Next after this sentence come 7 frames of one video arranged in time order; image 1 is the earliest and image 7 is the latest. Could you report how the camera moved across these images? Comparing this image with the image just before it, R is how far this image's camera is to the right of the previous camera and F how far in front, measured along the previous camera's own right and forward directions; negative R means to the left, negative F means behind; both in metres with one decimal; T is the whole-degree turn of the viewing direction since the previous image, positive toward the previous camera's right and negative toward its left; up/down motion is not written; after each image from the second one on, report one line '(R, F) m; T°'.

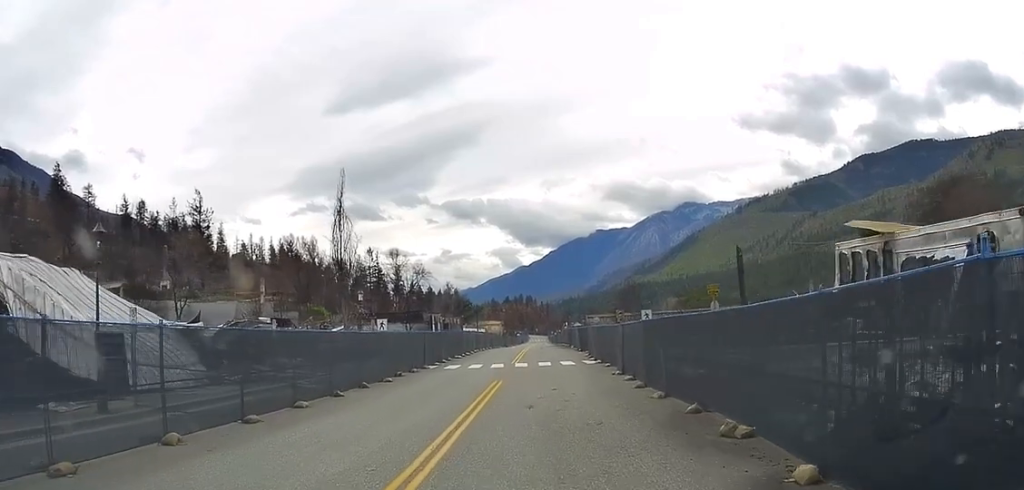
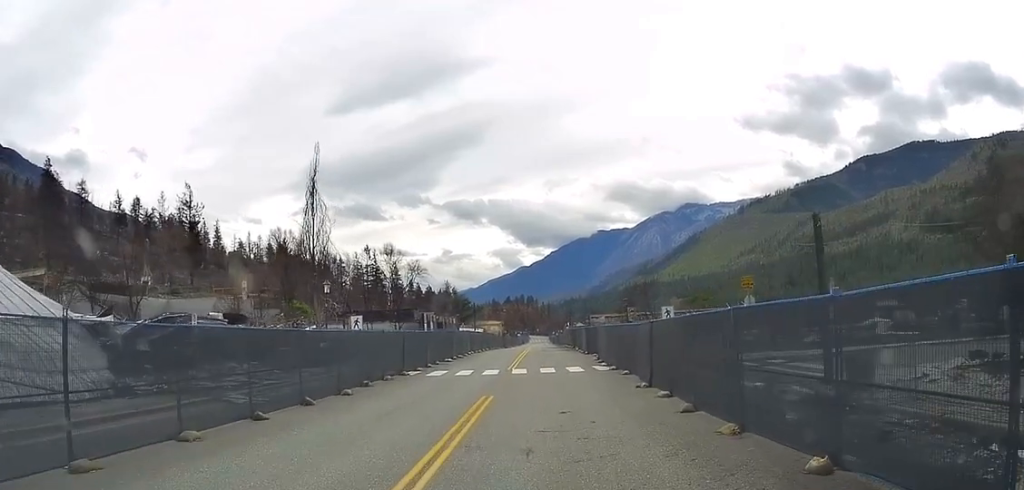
(-0.2, +5.7) m; -2°
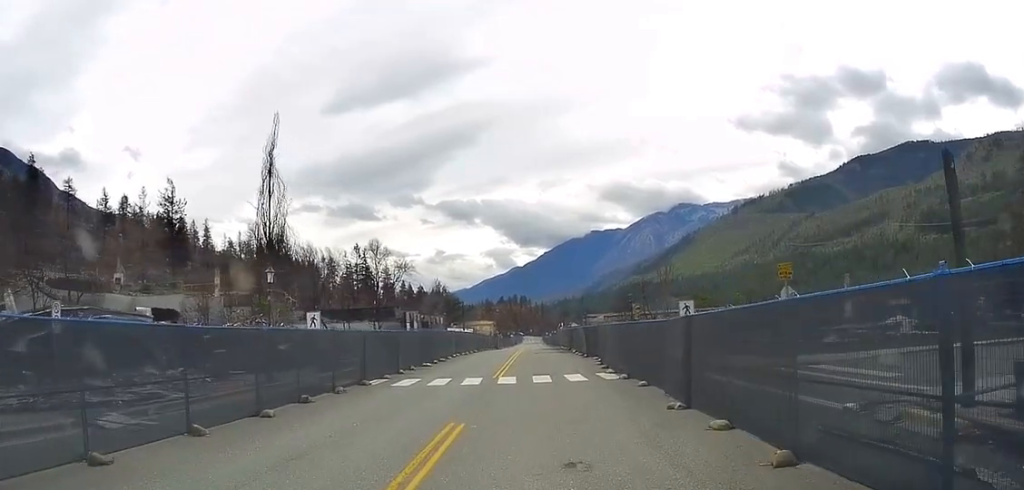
(-0.1, +5.4) m; +1°
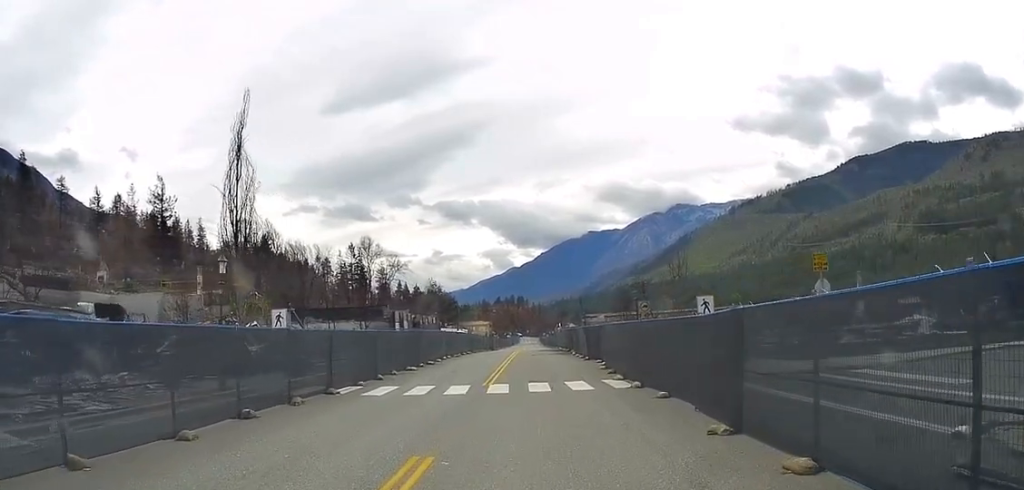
(+0.3, +3.4) m; +1°
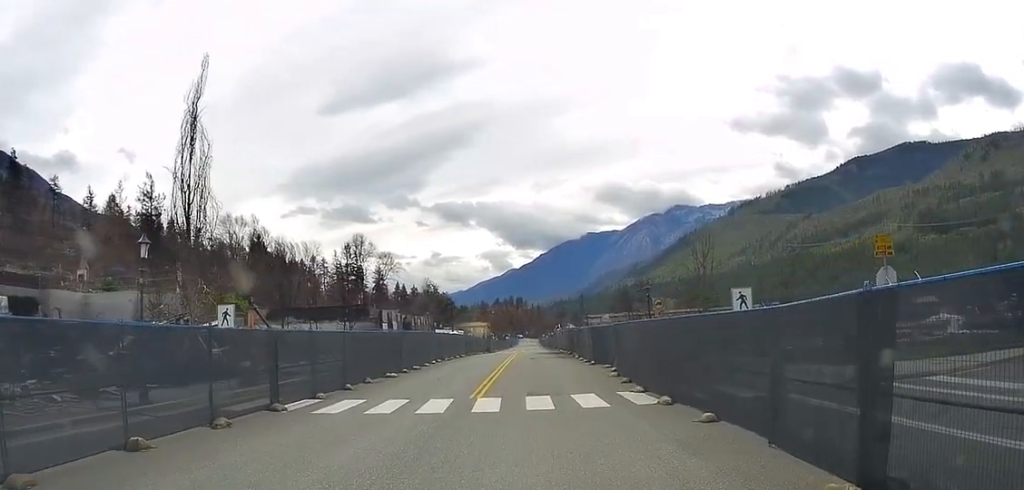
(-0.3, +4.4) m; 0°
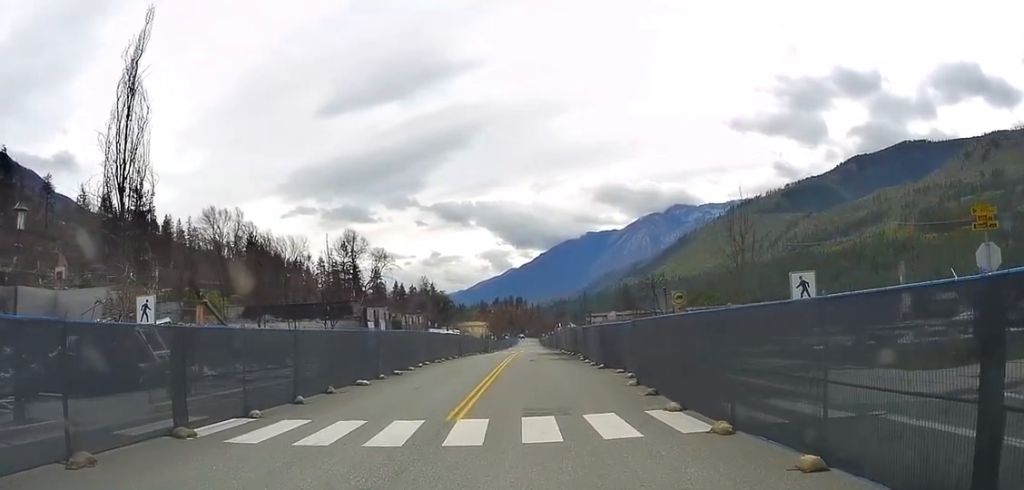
(+0.1, +4.6) m; 0°
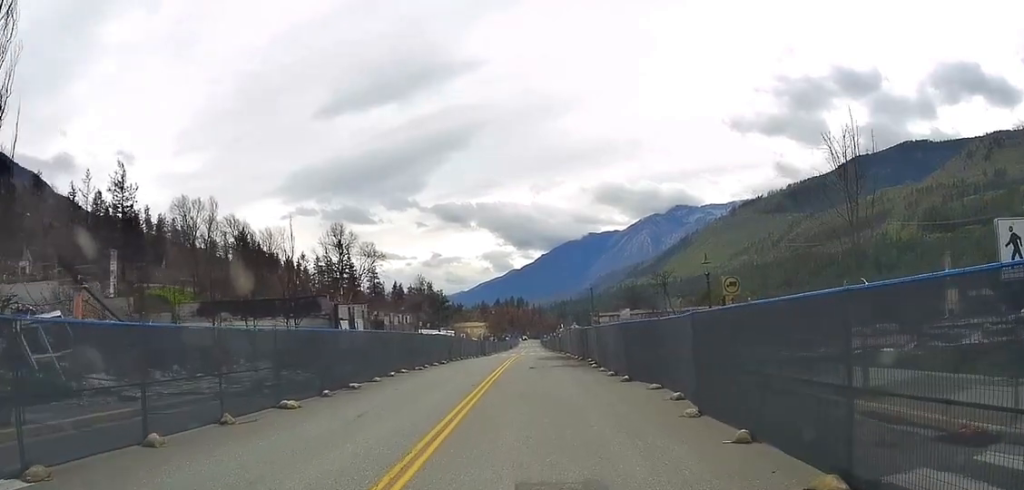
(0.0, +7.2) m; 0°
